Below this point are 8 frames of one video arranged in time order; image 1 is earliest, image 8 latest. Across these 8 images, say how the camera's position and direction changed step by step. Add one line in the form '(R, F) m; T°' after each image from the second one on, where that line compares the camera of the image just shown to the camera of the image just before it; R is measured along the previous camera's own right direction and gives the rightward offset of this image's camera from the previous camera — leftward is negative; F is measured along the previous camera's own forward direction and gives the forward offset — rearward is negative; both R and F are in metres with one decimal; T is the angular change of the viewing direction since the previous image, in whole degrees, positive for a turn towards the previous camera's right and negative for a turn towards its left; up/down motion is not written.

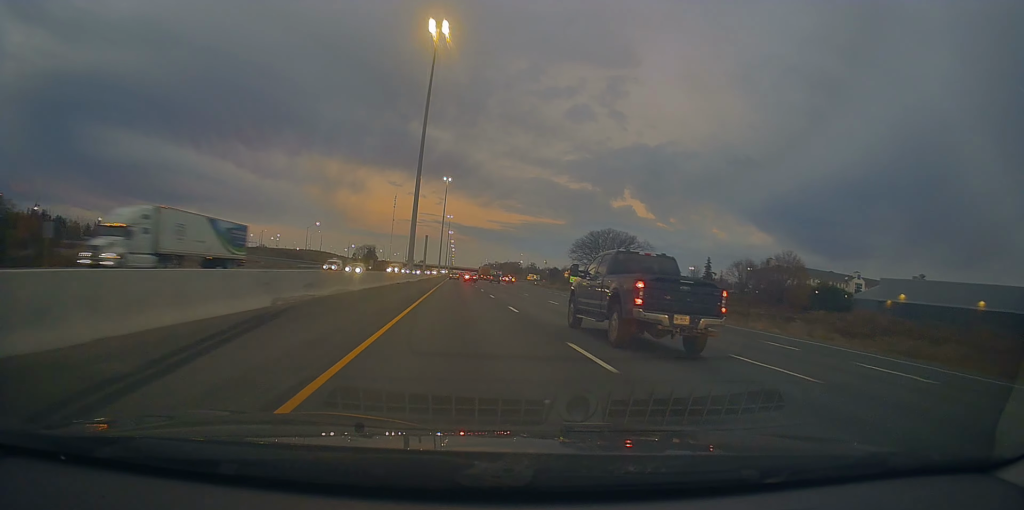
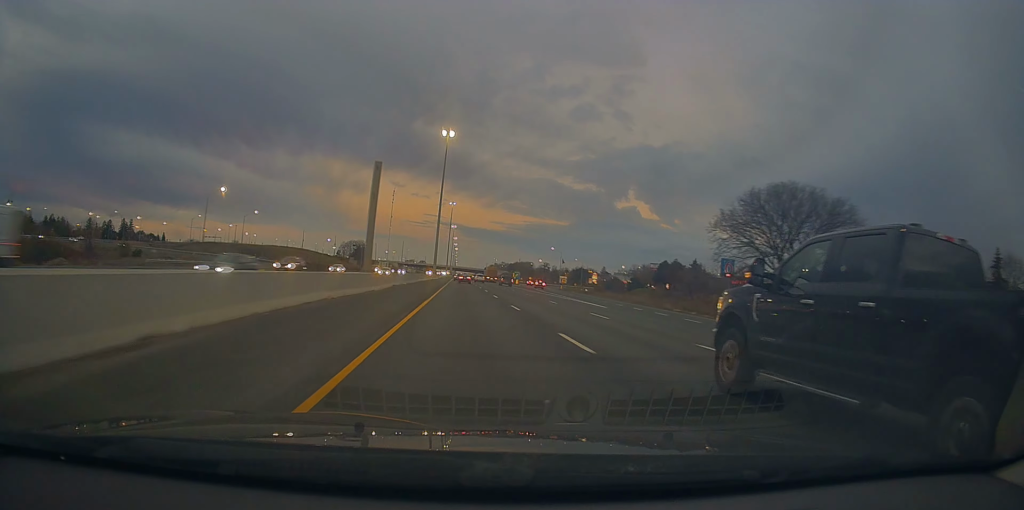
(-0.2, +70.3) m; -1°
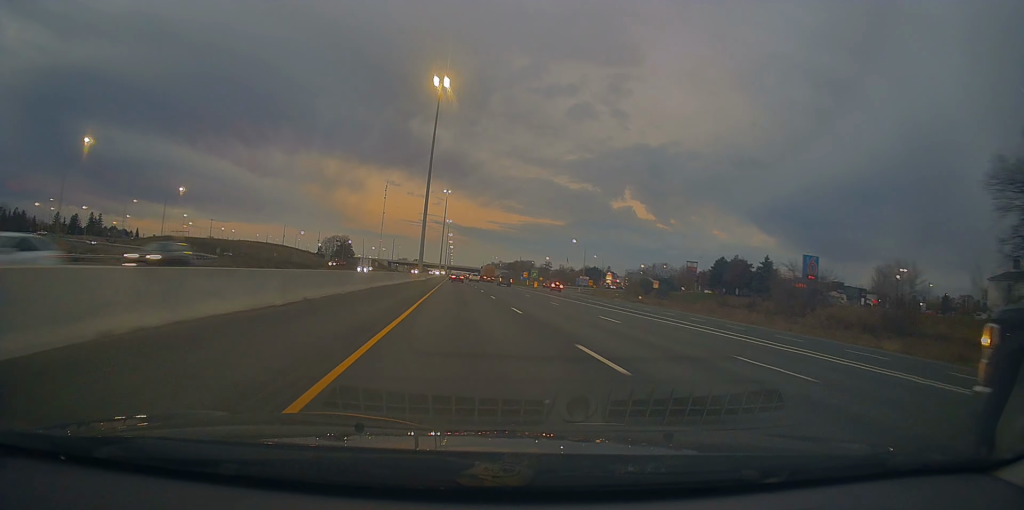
(-0.1, +39.0) m; 0°
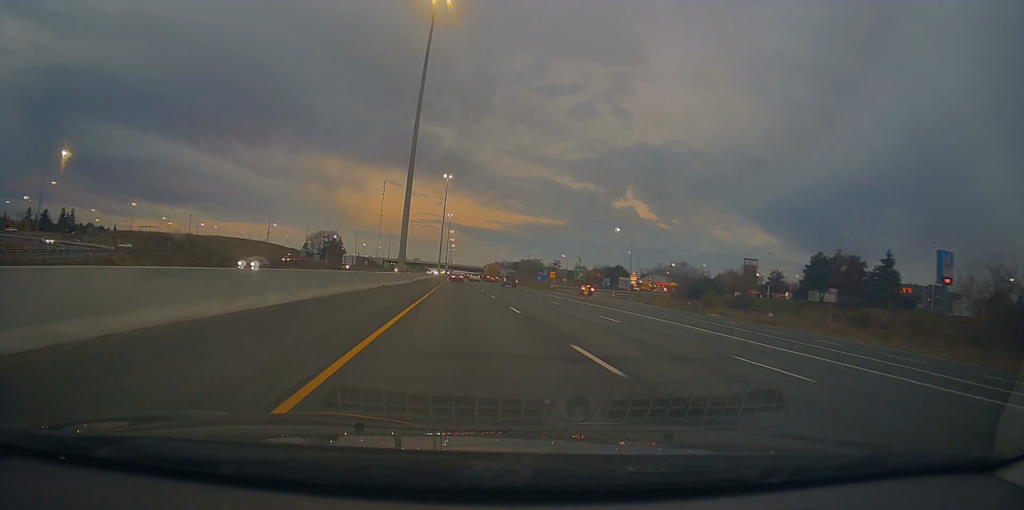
(+0.1, +39.5) m; 0°
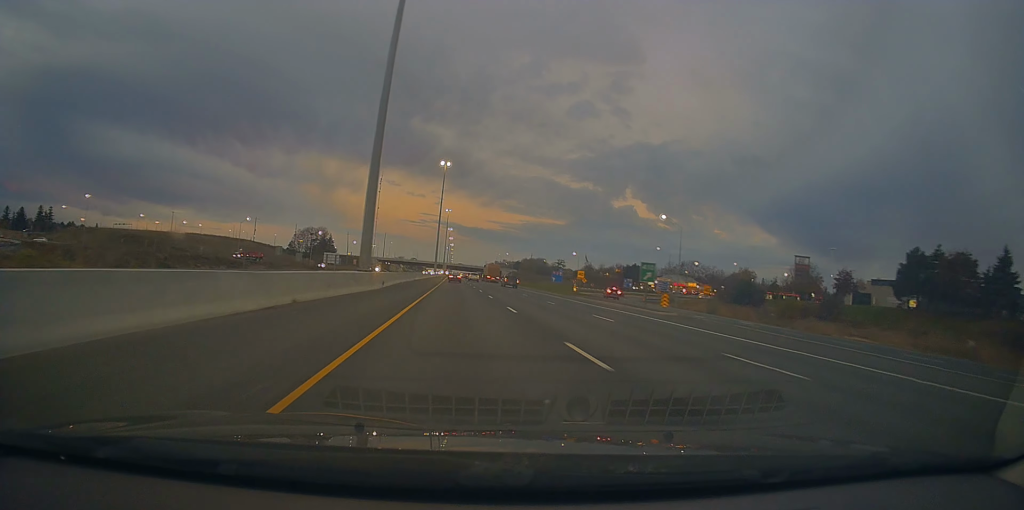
(+0.1, +28.1) m; 0°
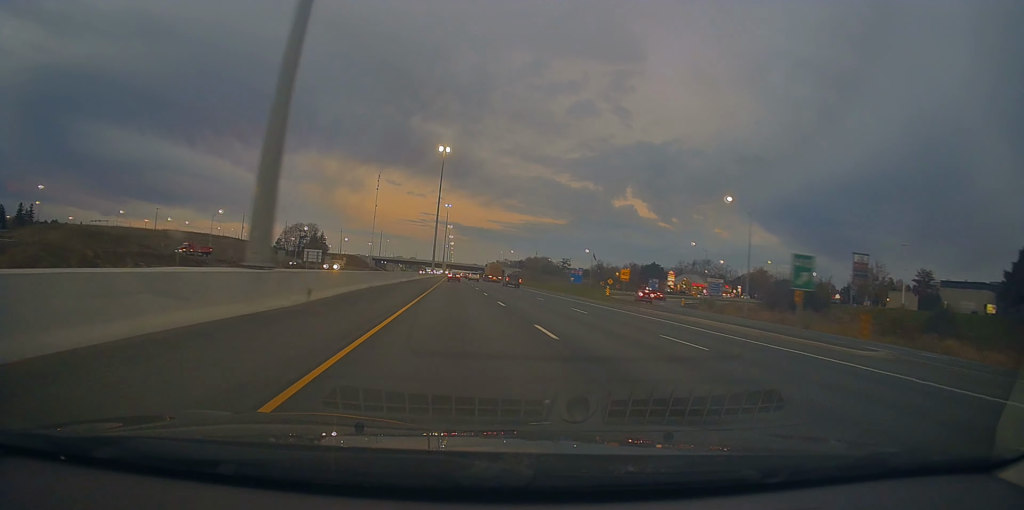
(0.0, +23.7) m; 0°
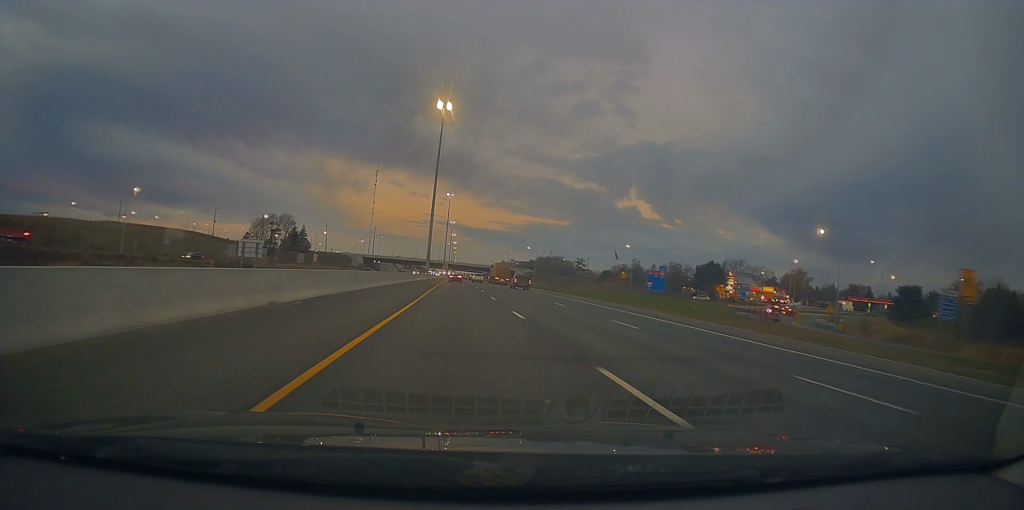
(0.0, +45.0) m; 0°
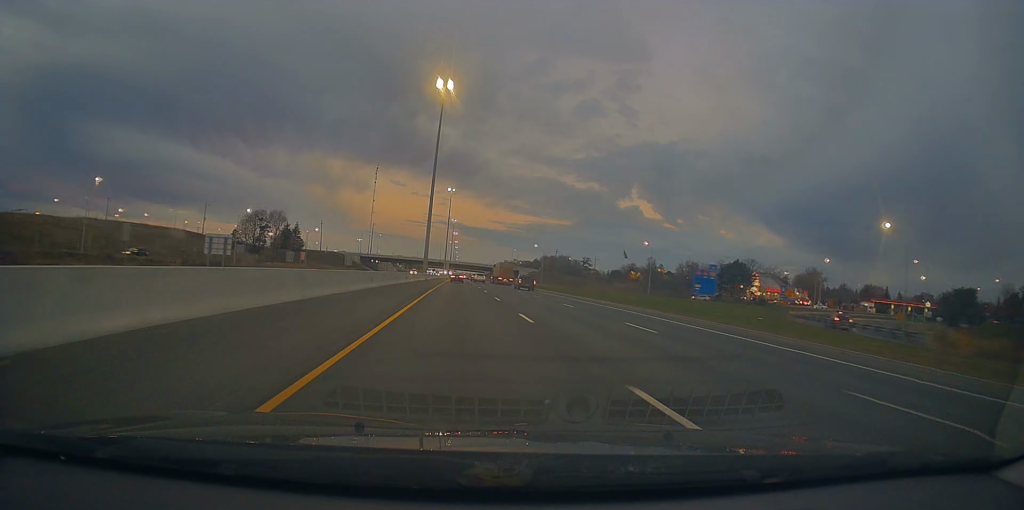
(0.0, +13.3) m; 0°
